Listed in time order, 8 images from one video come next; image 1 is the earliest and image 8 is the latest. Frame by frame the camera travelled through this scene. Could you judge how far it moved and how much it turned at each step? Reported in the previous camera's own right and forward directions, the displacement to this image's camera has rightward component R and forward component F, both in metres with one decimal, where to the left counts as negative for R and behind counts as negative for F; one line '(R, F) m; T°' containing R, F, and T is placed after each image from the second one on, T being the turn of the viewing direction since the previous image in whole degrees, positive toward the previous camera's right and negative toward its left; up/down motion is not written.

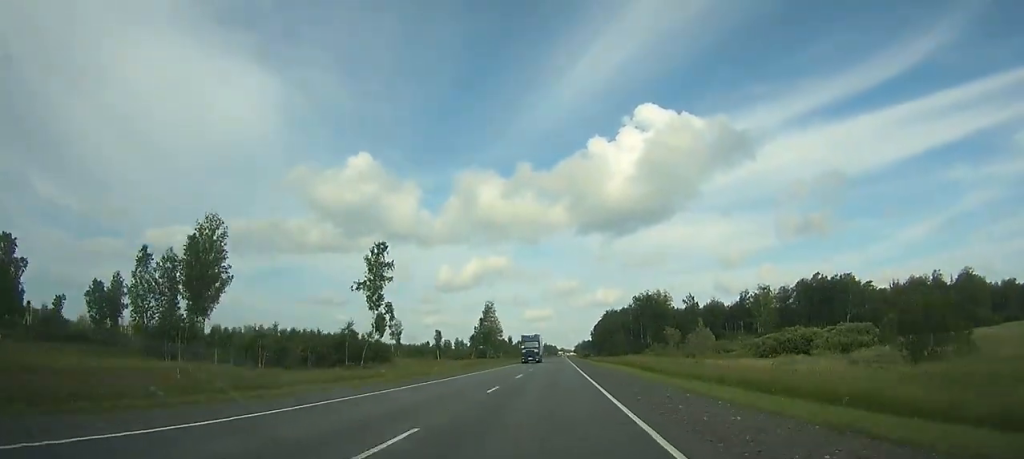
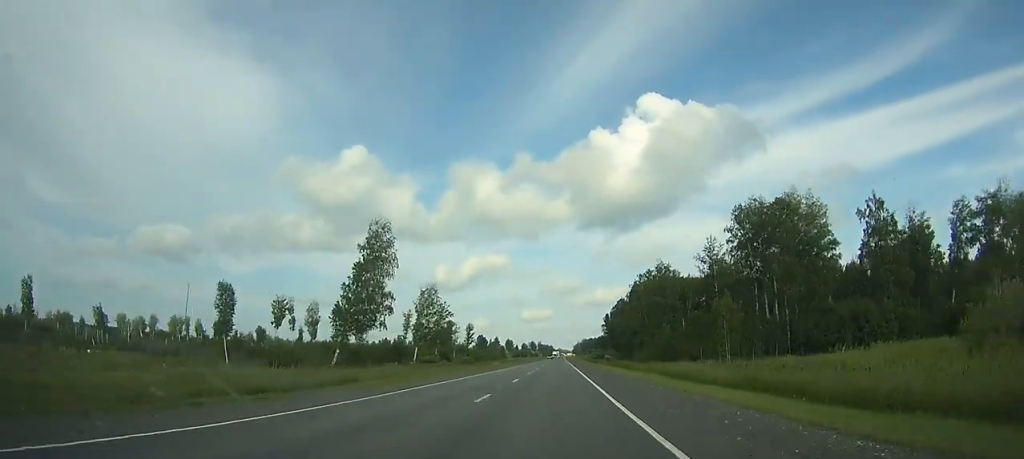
(+0.1, +127.6) m; 0°
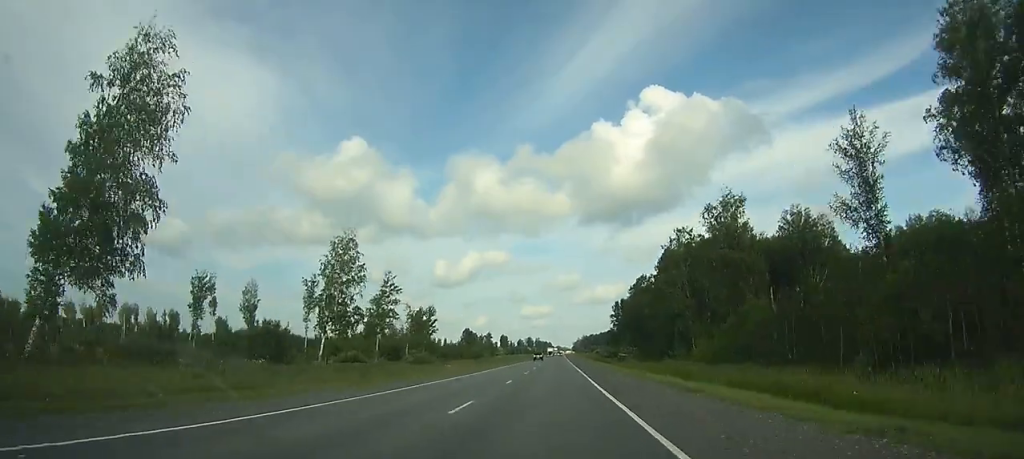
(0.0, +50.9) m; 0°
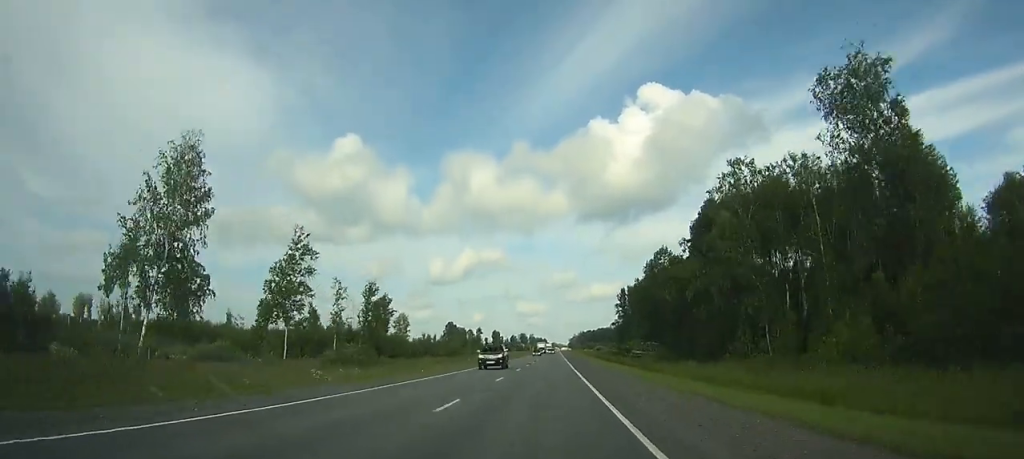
(0.0, +34.7) m; 0°
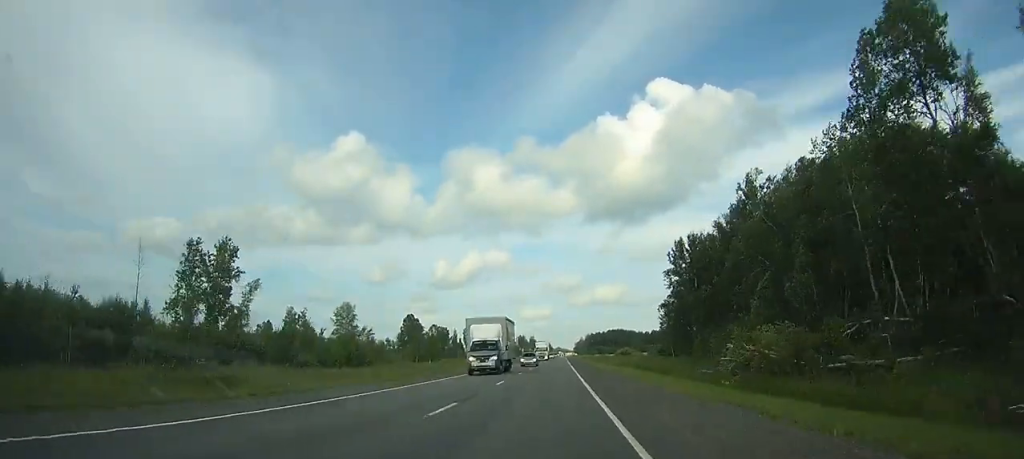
(+0.3, +81.7) m; 0°
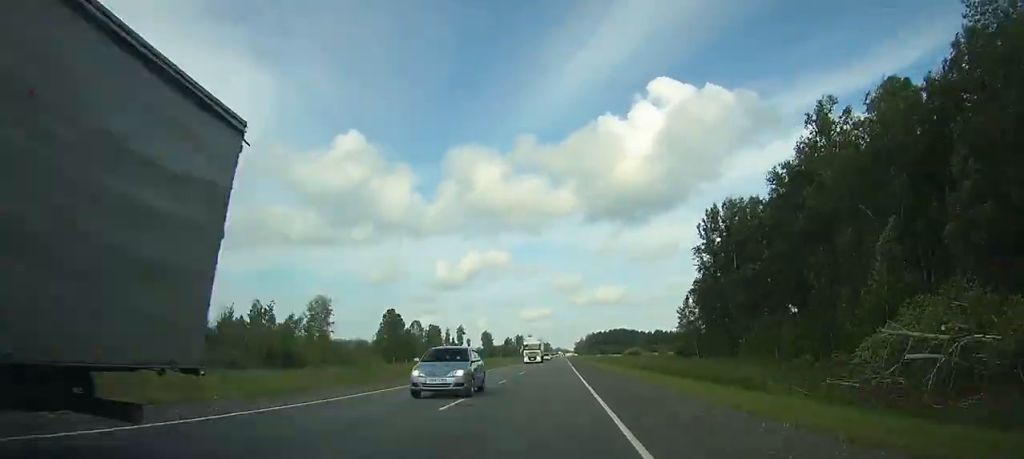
(0.0, +23.8) m; 0°
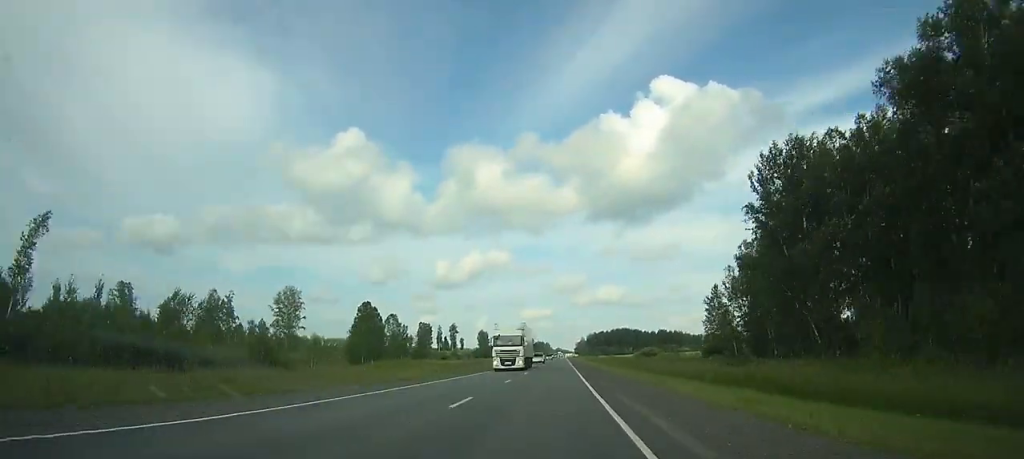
(0.0, +23.9) m; 0°
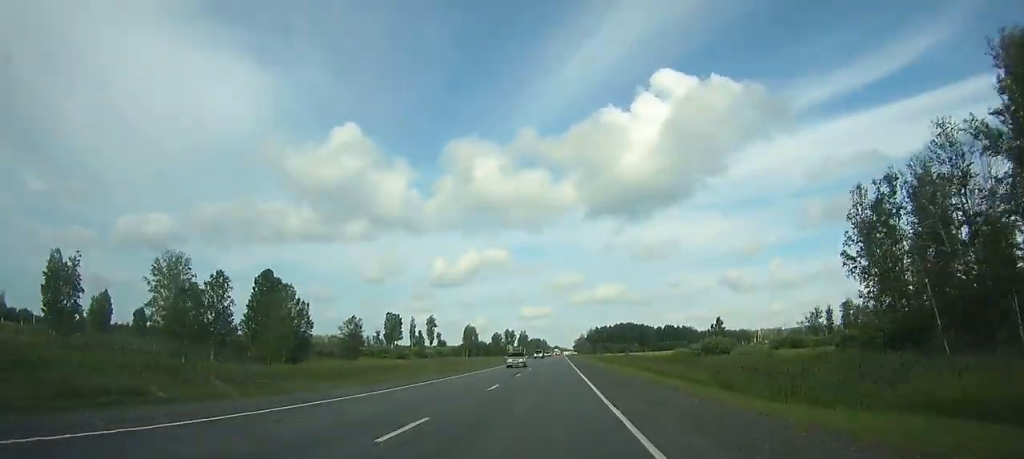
(-0.1, +56.0) m; 0°
